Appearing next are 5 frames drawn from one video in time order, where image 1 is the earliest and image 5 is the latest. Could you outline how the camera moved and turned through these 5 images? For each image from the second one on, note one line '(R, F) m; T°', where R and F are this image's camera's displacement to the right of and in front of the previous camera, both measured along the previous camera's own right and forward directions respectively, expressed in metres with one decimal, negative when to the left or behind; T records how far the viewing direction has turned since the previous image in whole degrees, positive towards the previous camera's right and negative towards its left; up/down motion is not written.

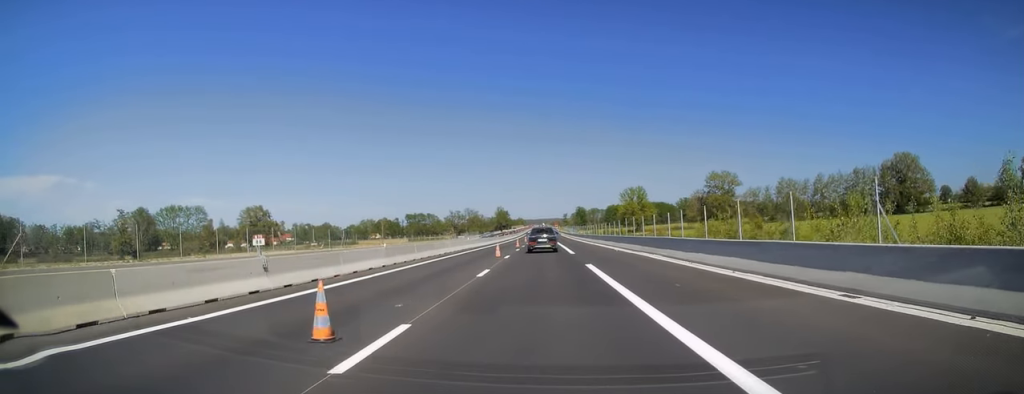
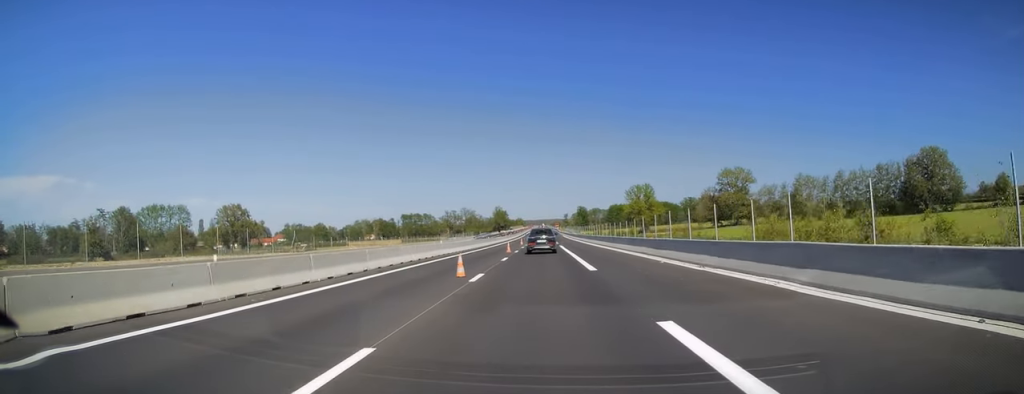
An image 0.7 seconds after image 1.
(0.0, +14.7) m; 0°
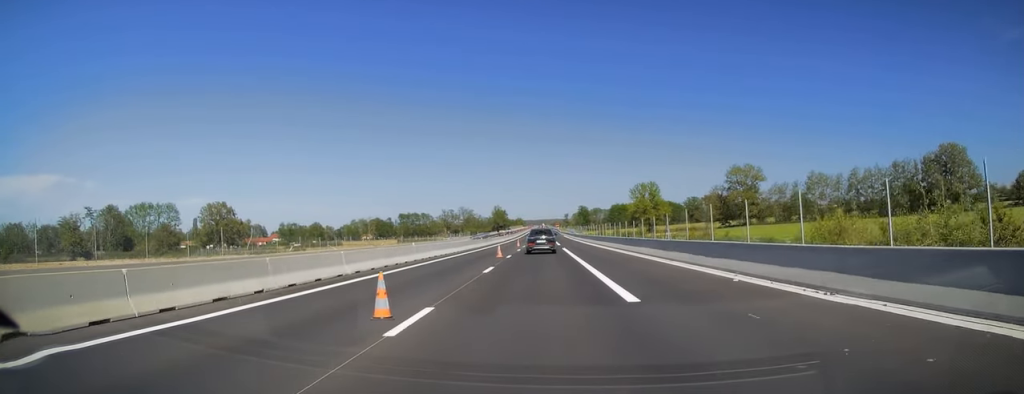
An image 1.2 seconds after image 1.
(0.0, +9.0) m; 0°
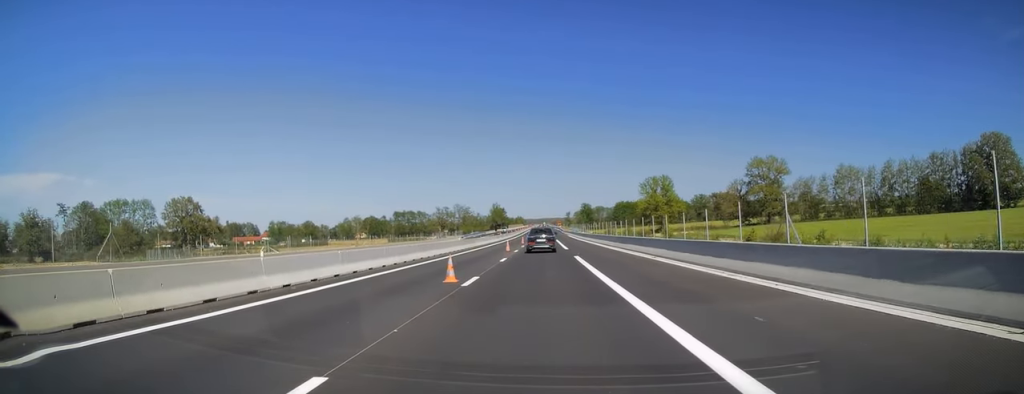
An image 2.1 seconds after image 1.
(0.0, +18.4) m; 0°
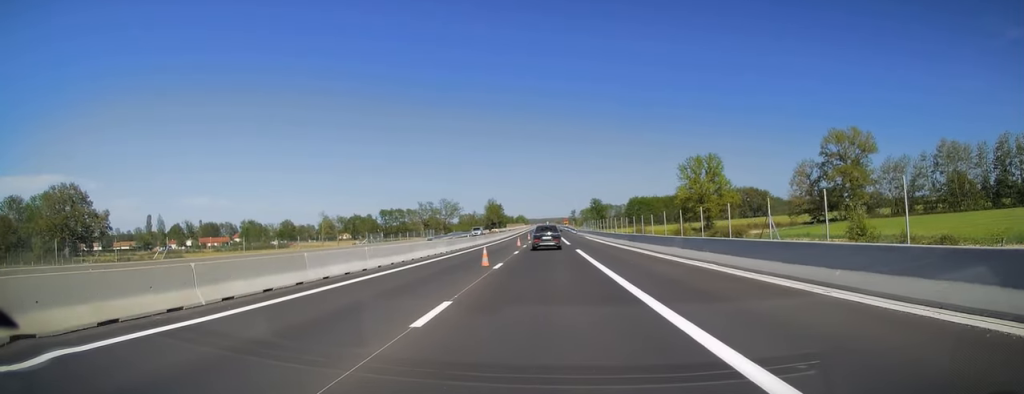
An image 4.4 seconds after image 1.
(0.0, +45.7) m; -1°
